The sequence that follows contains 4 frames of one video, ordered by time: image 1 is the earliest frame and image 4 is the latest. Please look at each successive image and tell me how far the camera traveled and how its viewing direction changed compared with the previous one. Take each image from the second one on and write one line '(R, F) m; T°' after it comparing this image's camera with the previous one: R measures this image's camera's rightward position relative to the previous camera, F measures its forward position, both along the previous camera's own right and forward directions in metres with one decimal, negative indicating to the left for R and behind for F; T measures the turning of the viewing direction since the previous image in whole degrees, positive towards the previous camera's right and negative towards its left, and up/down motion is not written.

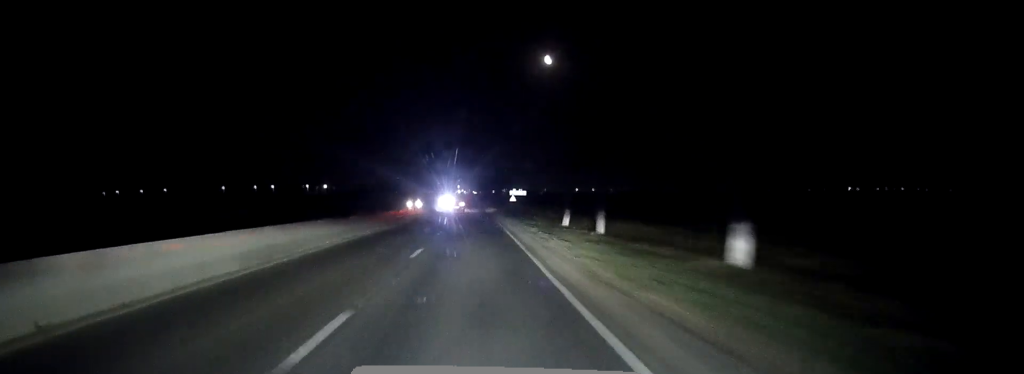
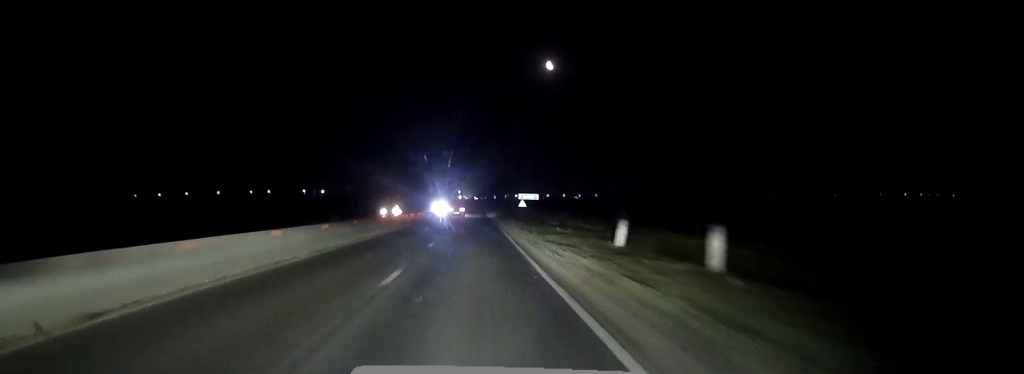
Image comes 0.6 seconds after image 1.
(0.0, +17.4) m; 0°
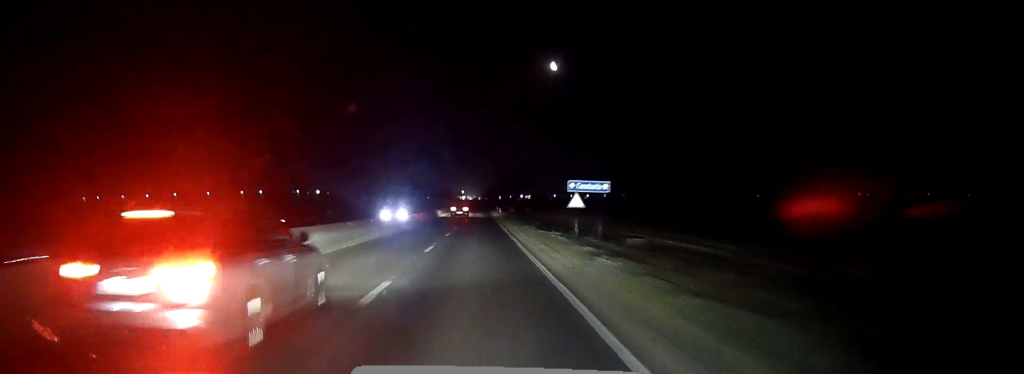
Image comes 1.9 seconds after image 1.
(0.0, +38.6) m; 0°
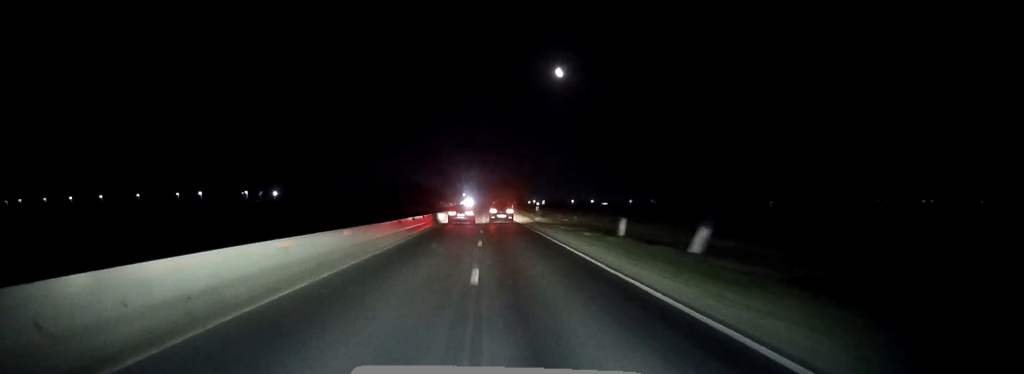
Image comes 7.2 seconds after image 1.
(-1.7, +153.3) m; -1°
